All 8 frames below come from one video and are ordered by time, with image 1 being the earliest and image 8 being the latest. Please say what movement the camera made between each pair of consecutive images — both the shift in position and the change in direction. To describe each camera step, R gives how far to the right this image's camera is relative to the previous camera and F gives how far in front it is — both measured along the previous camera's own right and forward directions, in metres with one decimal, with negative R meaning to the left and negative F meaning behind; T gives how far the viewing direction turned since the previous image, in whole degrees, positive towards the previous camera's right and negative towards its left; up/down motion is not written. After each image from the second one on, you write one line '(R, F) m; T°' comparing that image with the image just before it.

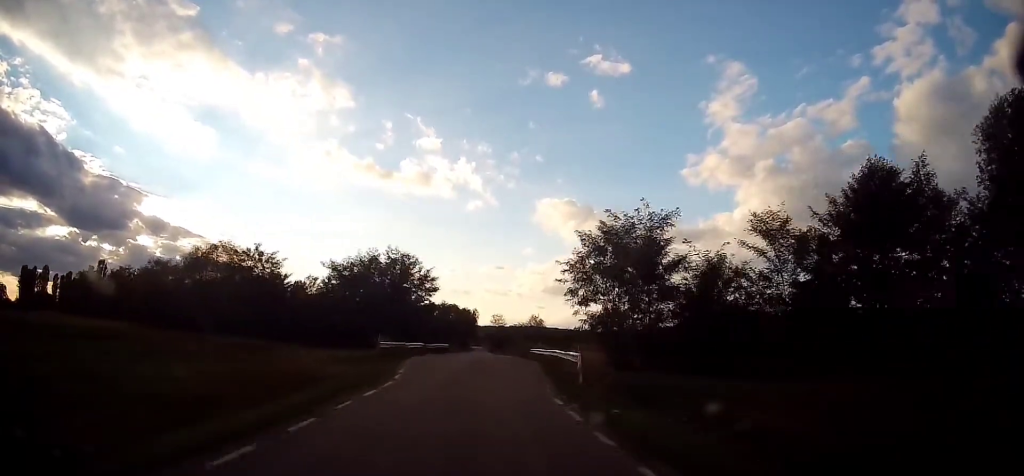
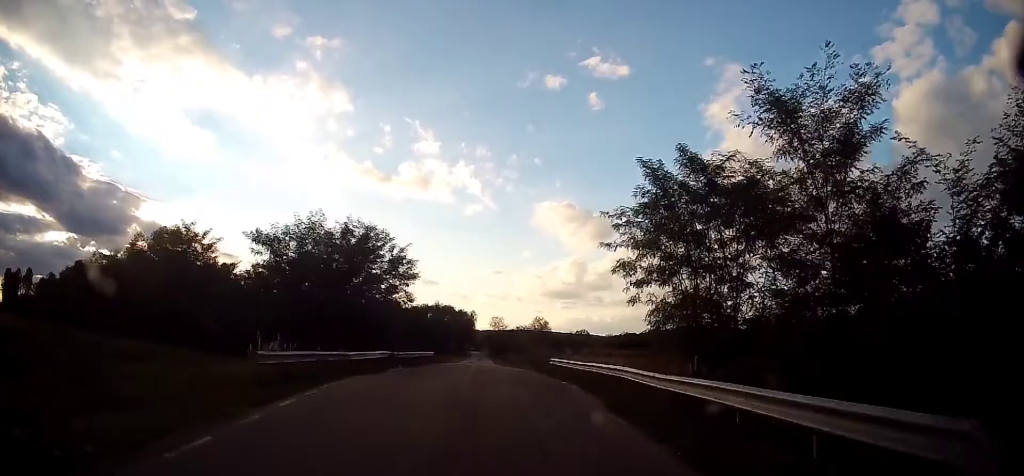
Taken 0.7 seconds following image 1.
(+0.1, +13.9) m; 0°
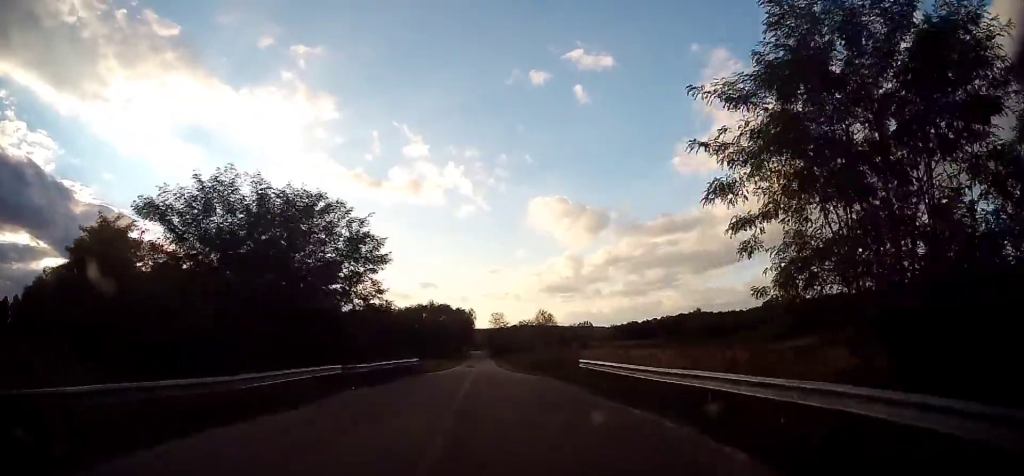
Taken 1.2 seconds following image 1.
(-0.1, +9.7) m; -1°
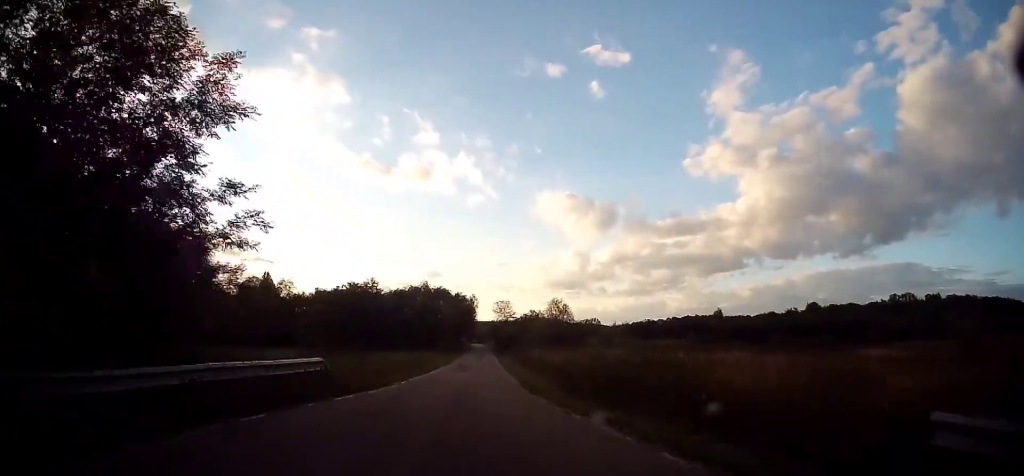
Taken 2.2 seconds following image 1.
(-0.1, +17.7) m; 0°
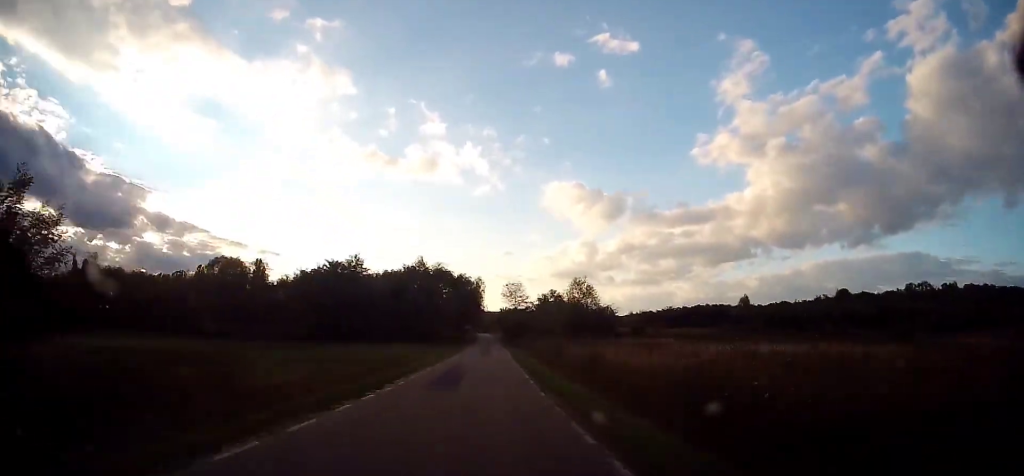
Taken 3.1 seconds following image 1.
(0.0, +16.1) m; 0°
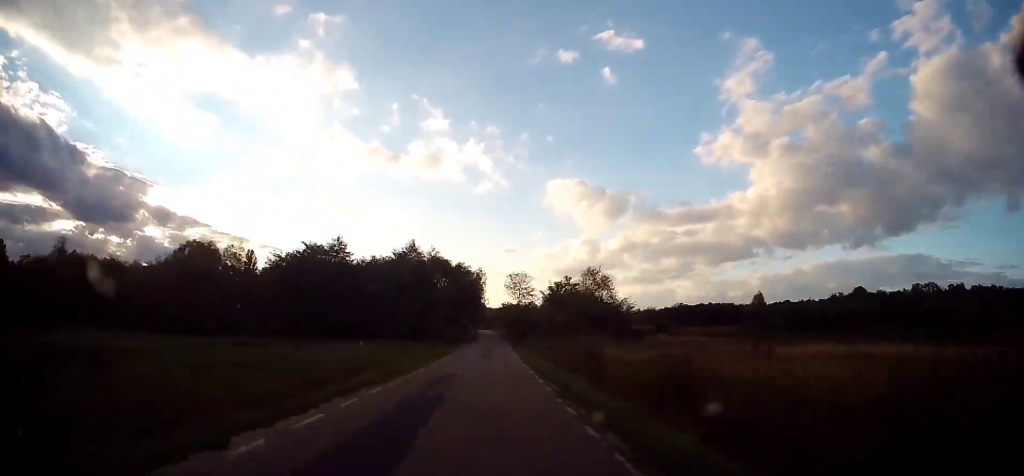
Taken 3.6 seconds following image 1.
(0.0, +9.6) m; 0°
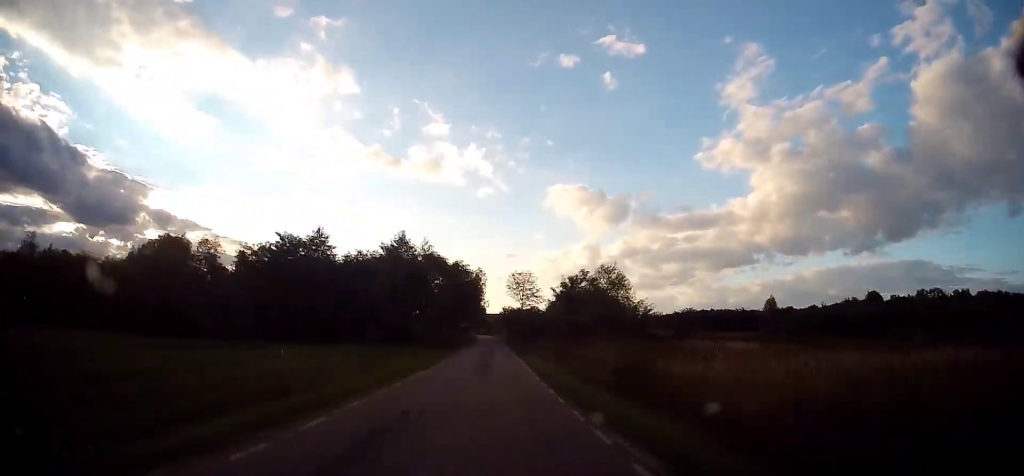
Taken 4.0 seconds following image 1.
(-0.1, +8.1) m; 0°
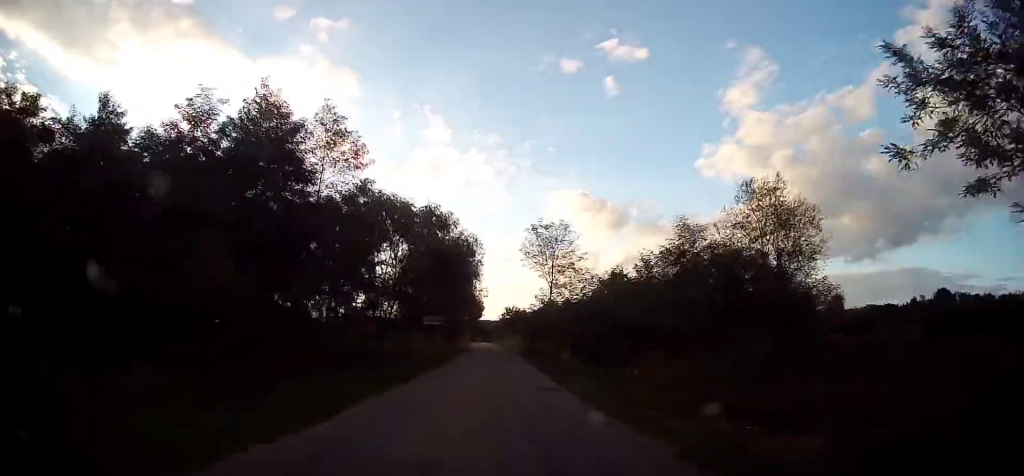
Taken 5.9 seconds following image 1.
(+0.3, +35.7) m; 0°
